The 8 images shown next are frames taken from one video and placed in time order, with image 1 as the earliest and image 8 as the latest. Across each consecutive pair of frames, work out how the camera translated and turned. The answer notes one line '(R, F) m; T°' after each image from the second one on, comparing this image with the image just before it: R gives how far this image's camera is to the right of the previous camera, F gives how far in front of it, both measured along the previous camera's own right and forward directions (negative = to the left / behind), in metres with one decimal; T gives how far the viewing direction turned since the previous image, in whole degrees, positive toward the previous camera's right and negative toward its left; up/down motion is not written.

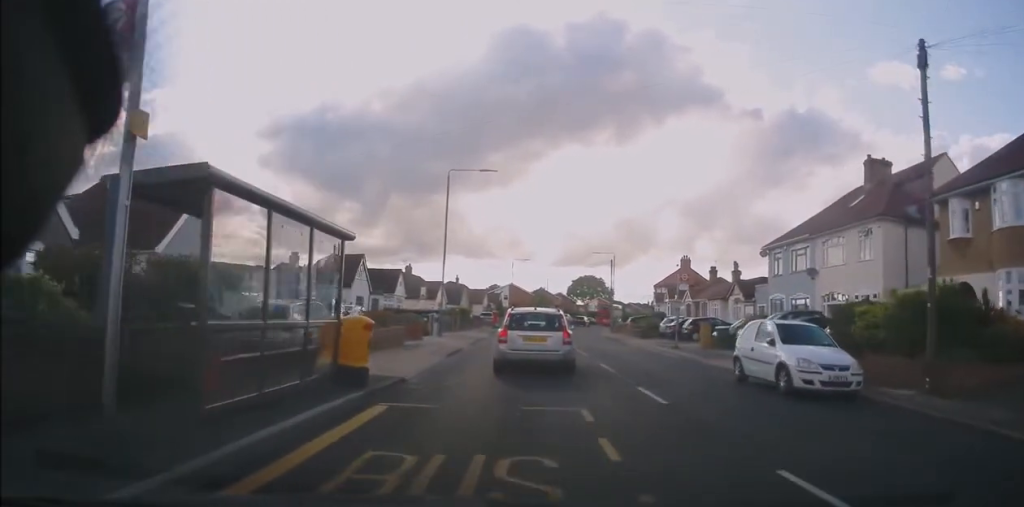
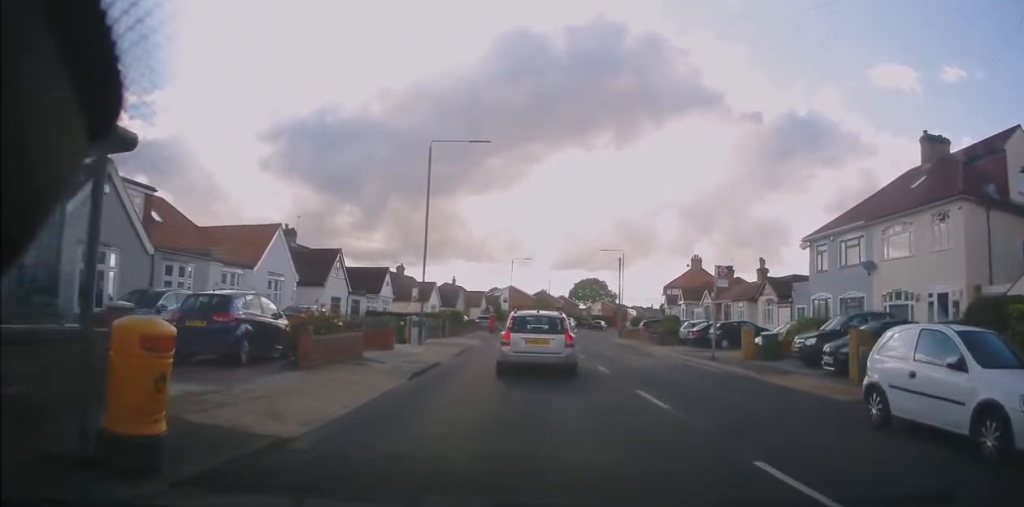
(+0.1, +5.8) m; 0°
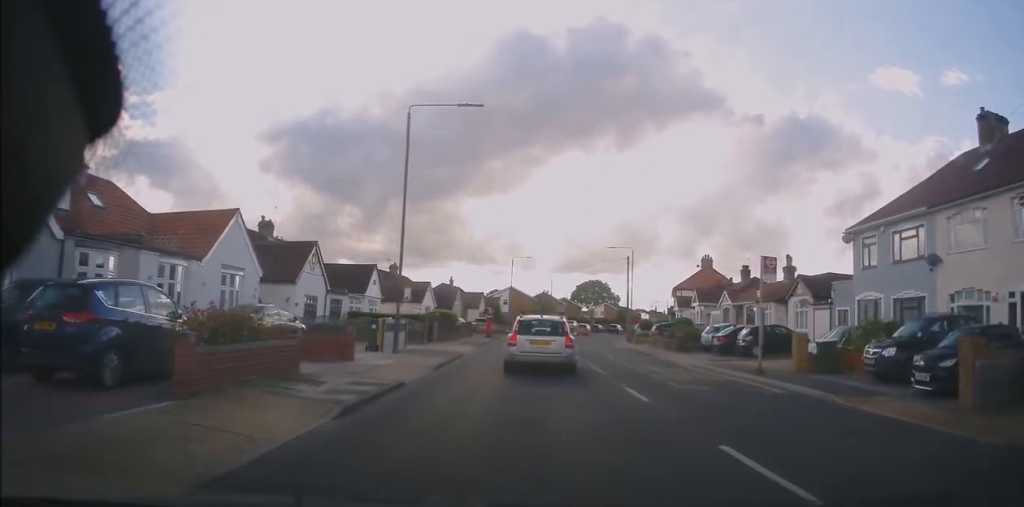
(0.0, +4.7) m; -3°
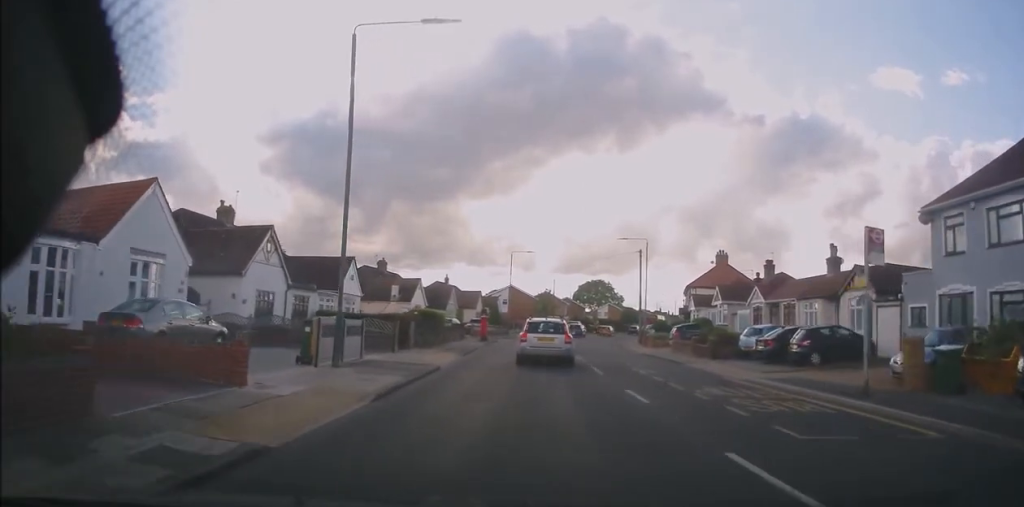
(-0.1, +6.4) m; +3°
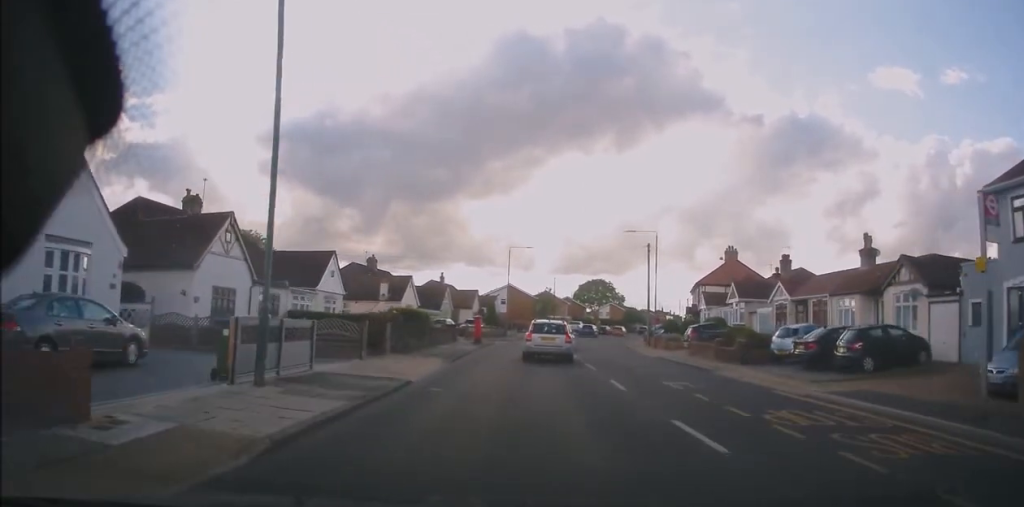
(+0.1, +4.1) m; +1°
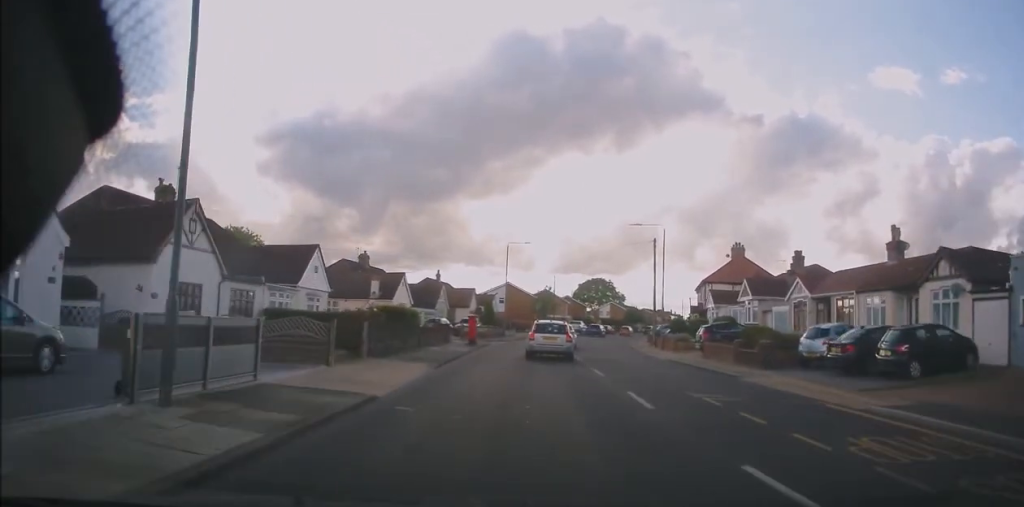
(0.0, +2.7) m; -1°
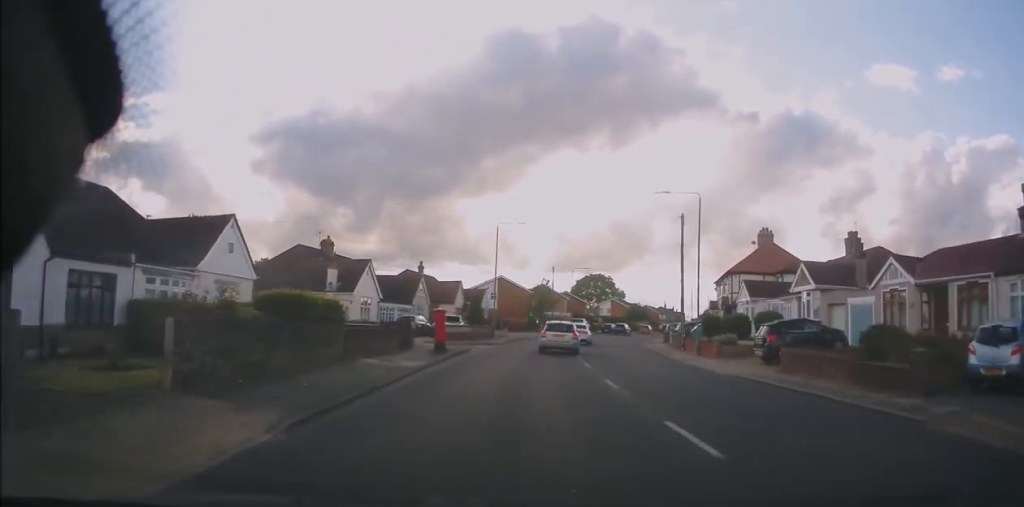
(-0.2, +9.7) m; -1°
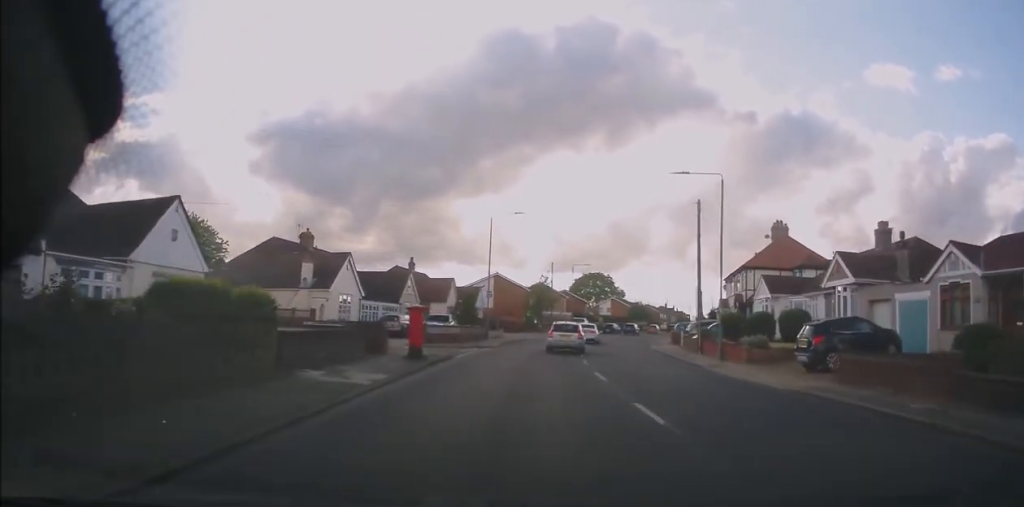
(-0.1, +4.2) m; +2°
